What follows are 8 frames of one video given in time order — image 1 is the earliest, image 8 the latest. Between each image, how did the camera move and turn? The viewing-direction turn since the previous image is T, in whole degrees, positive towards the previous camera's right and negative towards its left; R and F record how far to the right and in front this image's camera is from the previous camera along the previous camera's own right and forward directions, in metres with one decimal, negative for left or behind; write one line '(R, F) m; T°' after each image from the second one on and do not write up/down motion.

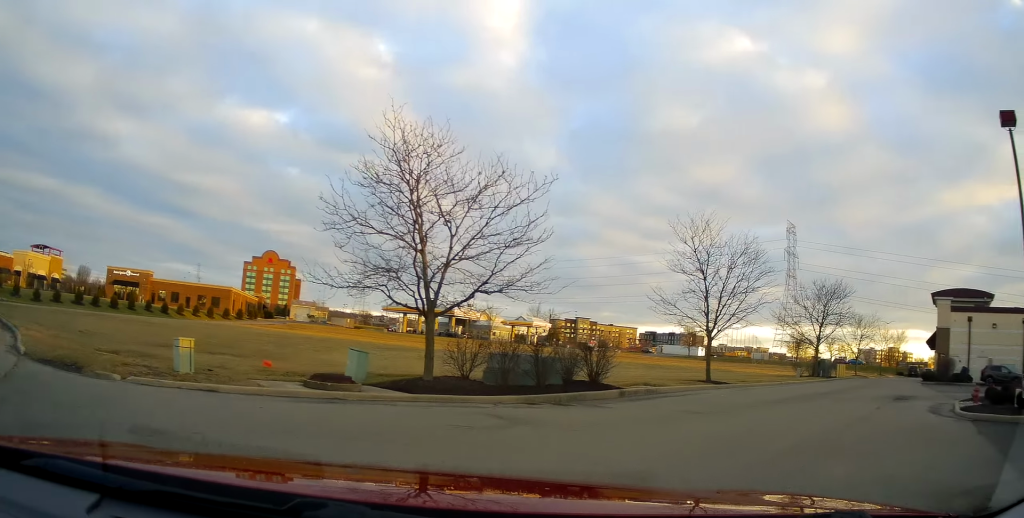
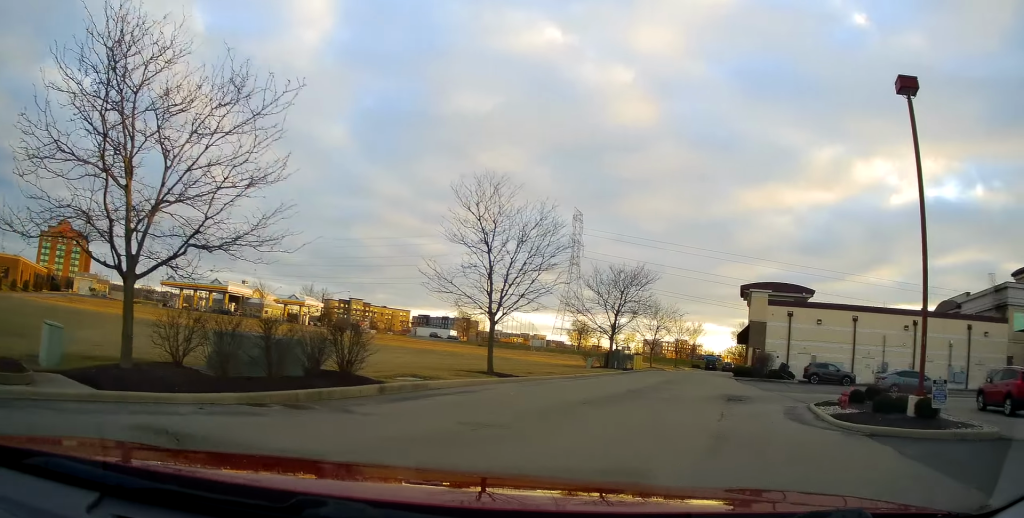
(+0.6, +4.1) m; +20°
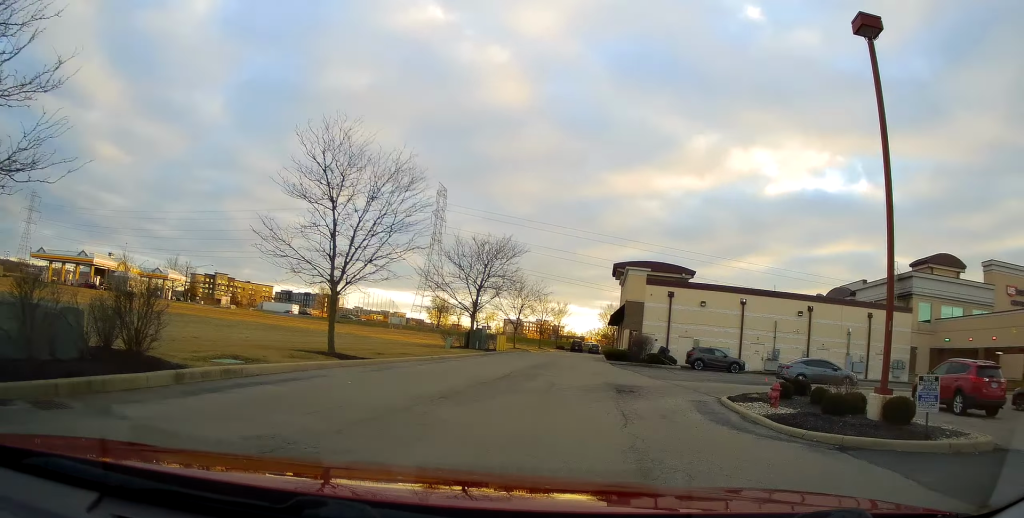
(+0.4, +3.5) m; +19°
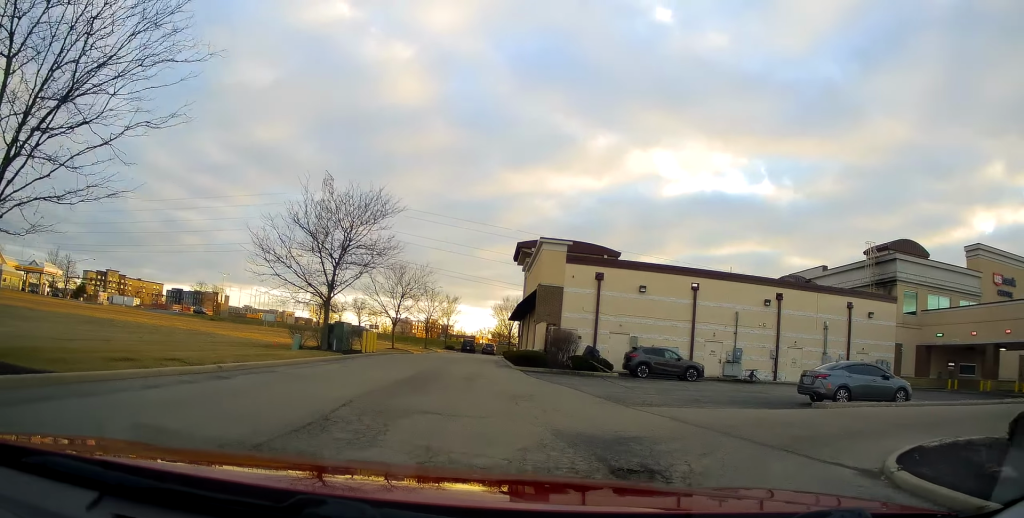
(+3.9, +11.0) m; +18°
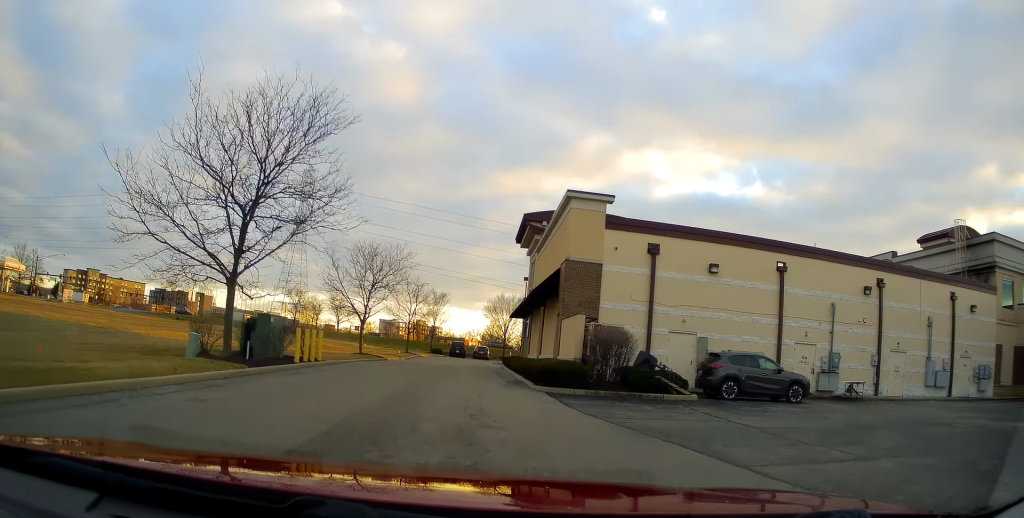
(-0.7, +11.3) m; -4°
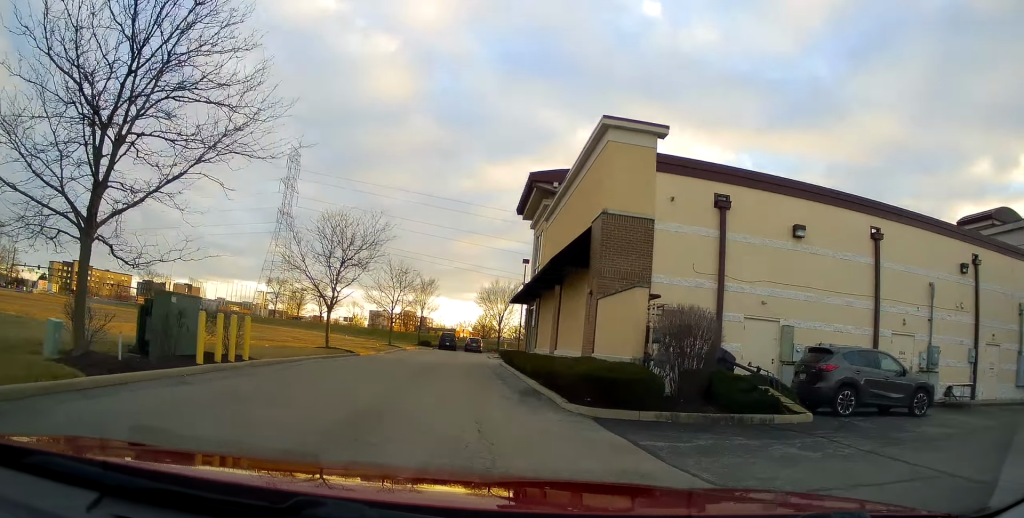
(-0.3, +7.1) m; +3°
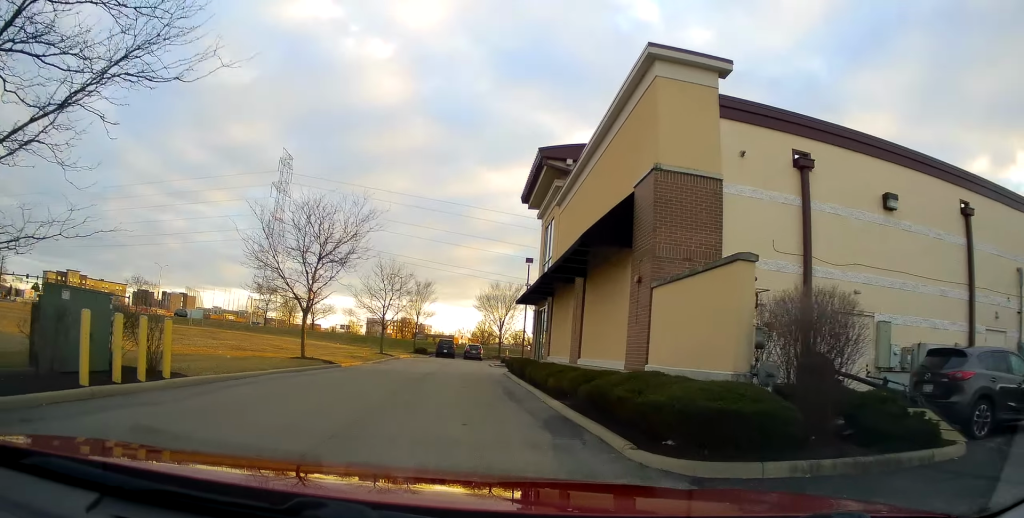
(+0.3, +4.5) m; +1°
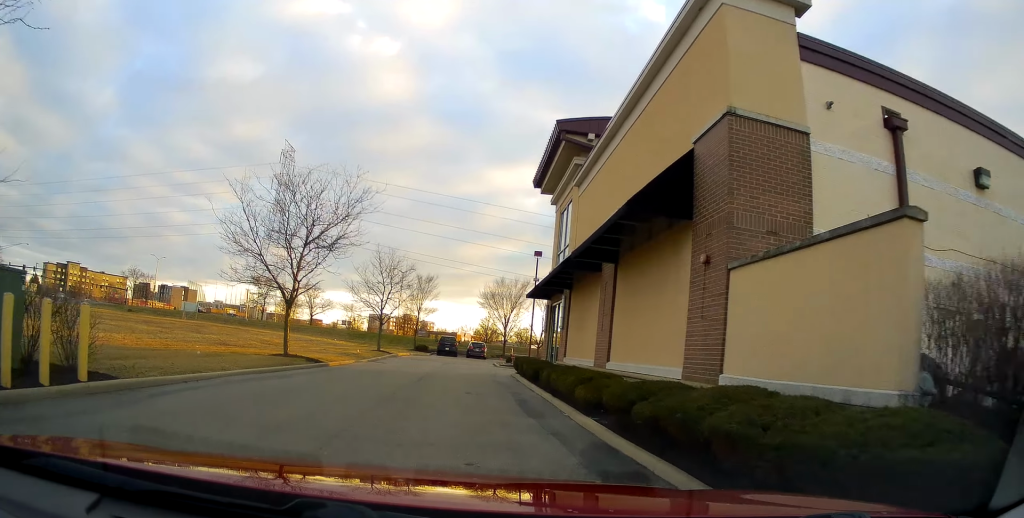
(+0.4, +3.1) m; 0°
